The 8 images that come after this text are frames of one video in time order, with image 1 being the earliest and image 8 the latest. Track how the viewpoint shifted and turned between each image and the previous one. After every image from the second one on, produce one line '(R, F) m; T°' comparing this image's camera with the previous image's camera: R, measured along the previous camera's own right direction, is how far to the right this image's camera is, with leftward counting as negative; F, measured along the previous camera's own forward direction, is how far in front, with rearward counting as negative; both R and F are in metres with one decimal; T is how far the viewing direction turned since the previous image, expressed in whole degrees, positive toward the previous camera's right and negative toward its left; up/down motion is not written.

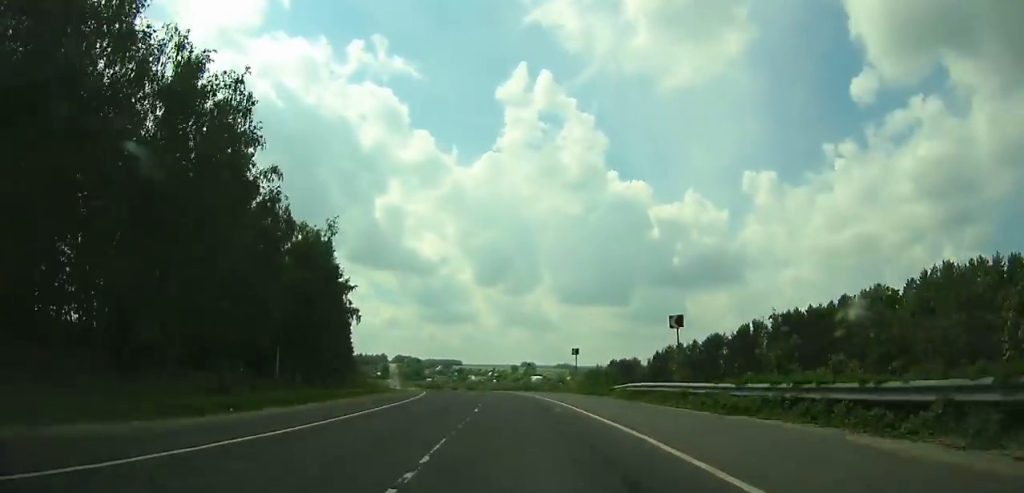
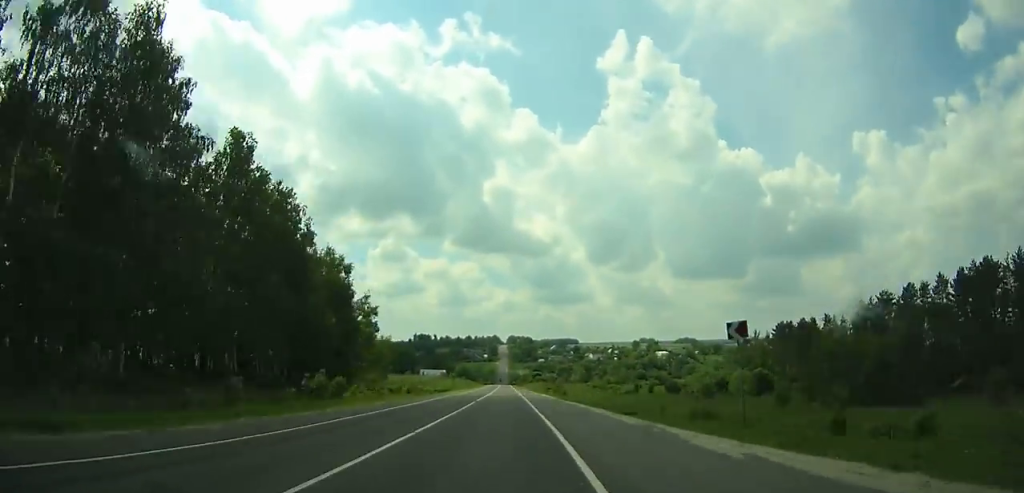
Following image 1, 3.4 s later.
(-6.6, +74.7) m; -8°
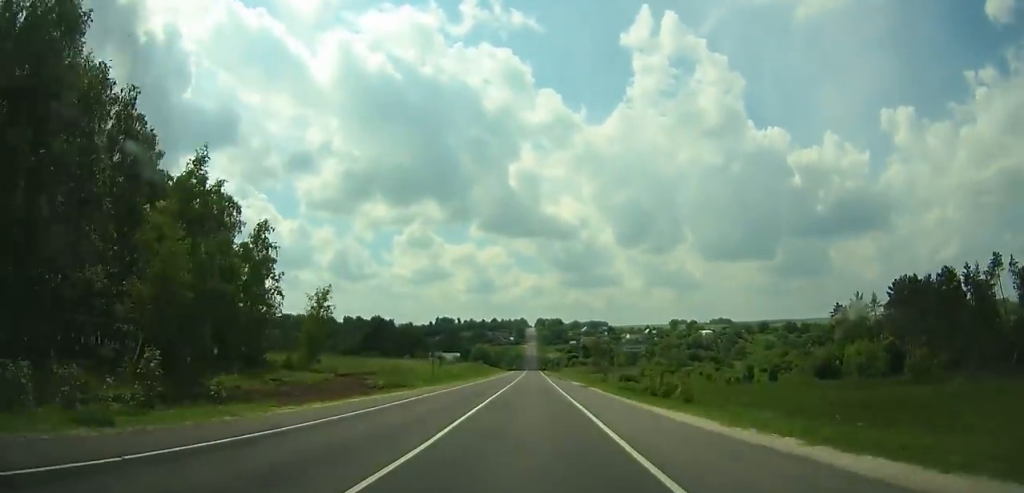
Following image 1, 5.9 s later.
(-2.3, +55.8) m; -2°
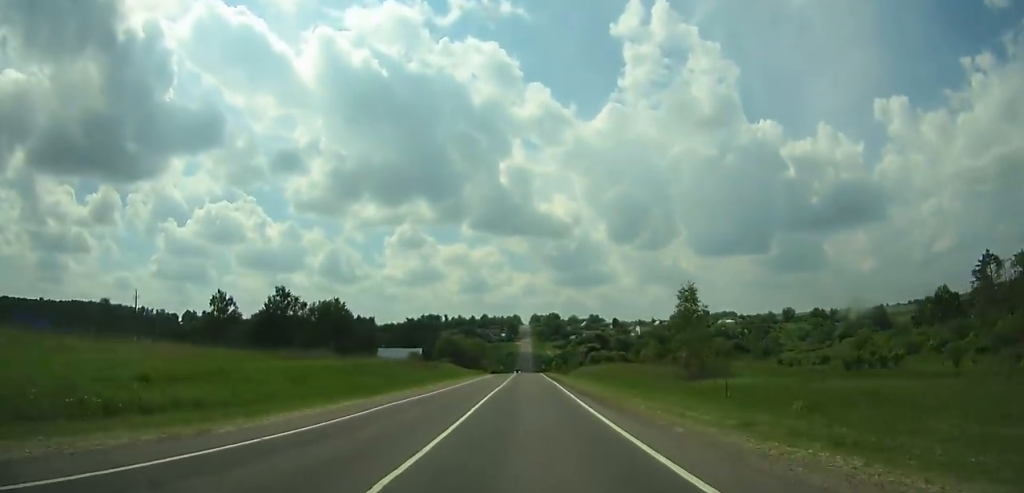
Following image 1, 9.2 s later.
(-0.4, +74.5) m; 0°
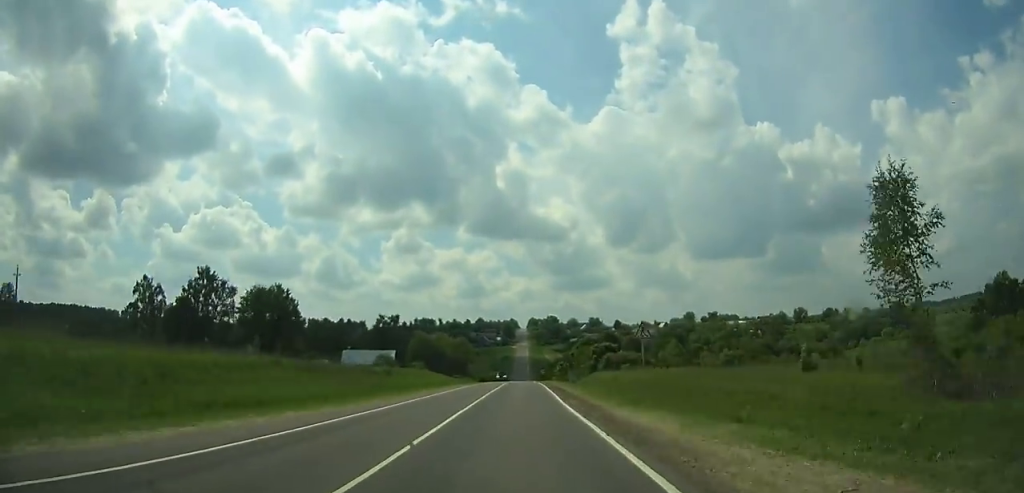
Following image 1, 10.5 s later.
(+0.1, +29.5) m; 0°
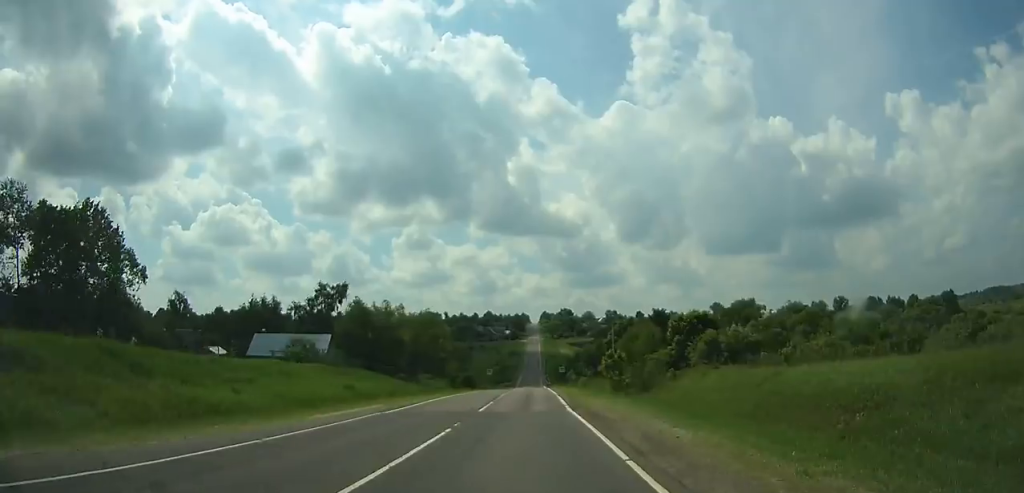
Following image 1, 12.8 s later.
(-0.2, +52.2) m; 0°
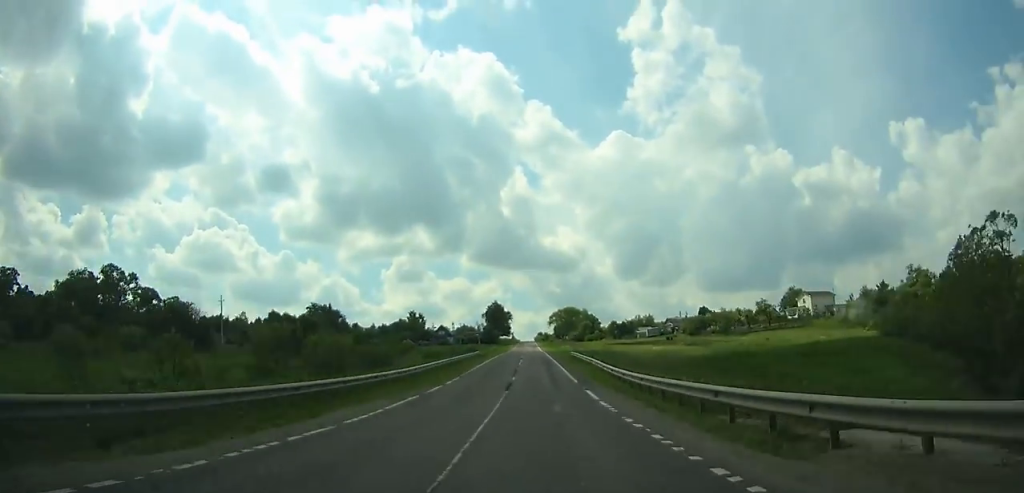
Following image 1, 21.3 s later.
(+0.5, +185.5) m; +1°
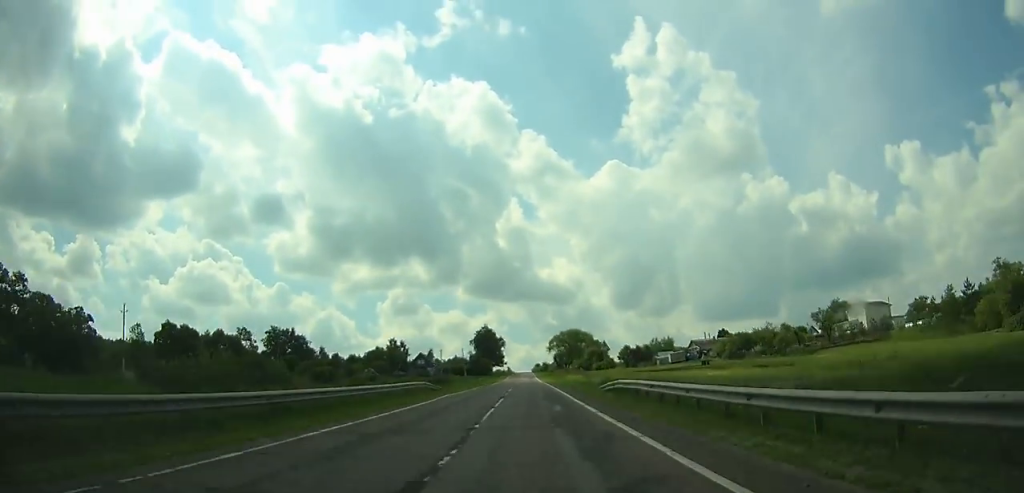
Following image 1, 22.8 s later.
(0.0, +30.1) m; 0°
